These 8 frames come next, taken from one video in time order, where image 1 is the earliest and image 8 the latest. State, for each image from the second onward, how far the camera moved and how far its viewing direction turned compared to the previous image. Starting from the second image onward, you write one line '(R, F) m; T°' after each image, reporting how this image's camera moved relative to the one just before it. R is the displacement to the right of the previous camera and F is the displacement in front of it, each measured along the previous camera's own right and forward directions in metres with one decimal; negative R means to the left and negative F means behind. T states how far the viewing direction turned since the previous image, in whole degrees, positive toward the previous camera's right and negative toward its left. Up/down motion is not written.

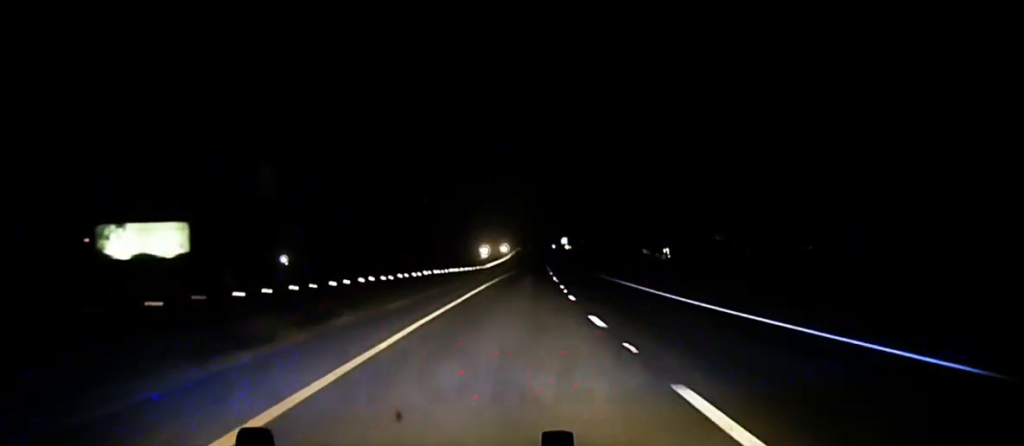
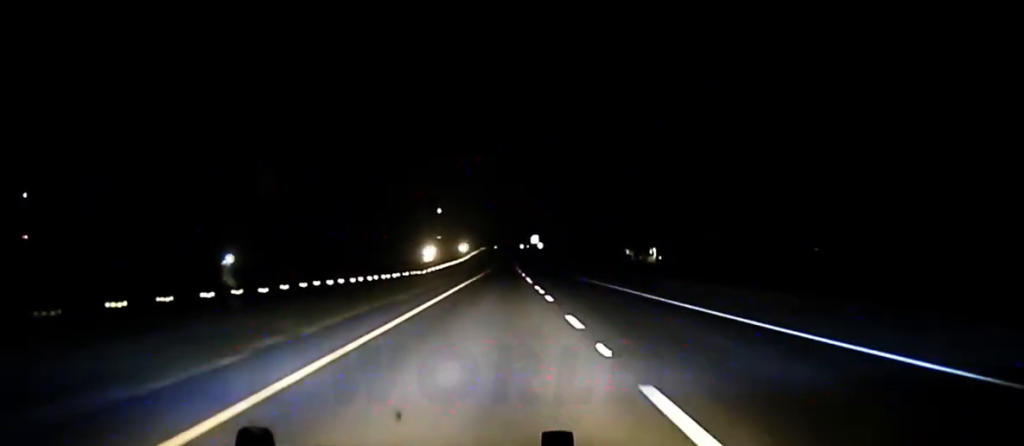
(+0.8, +64.2) m; +1°
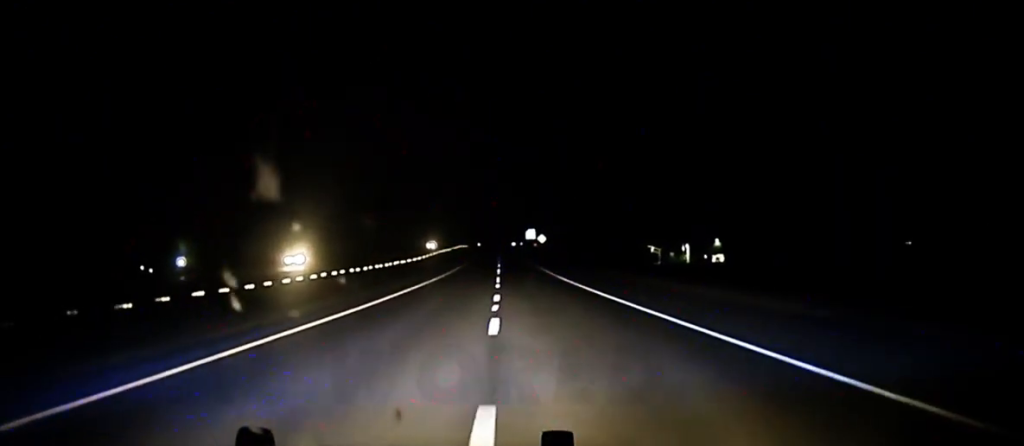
(+0.3, +114.3) m; 0°
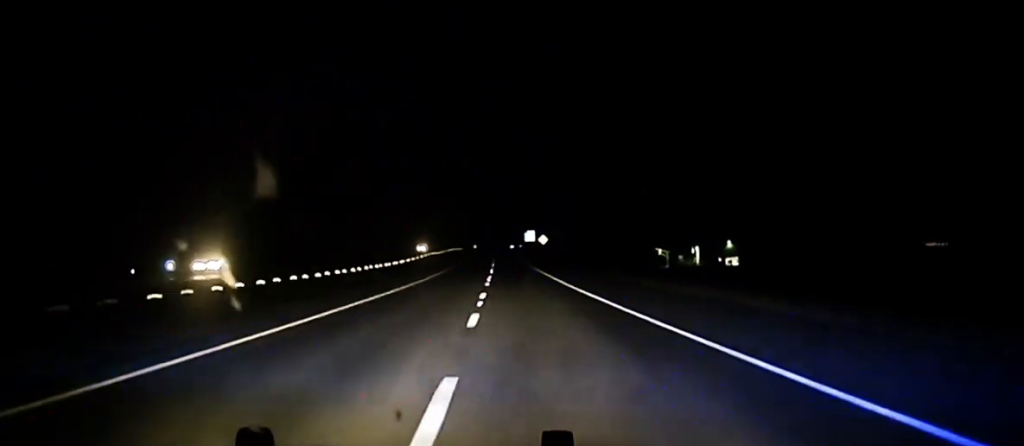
(+0.1, +24.5) m; 0°
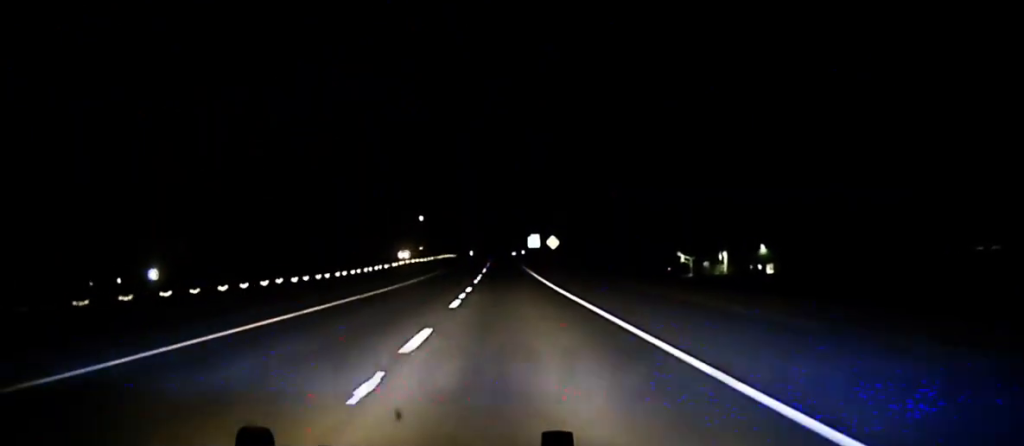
(0.0, +44.3) m; 0°
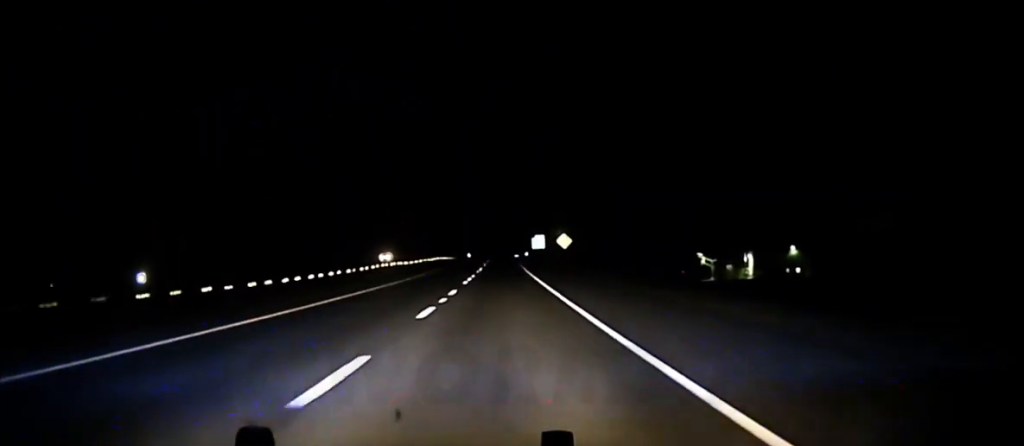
(-0.4, +29.6) m; 0°
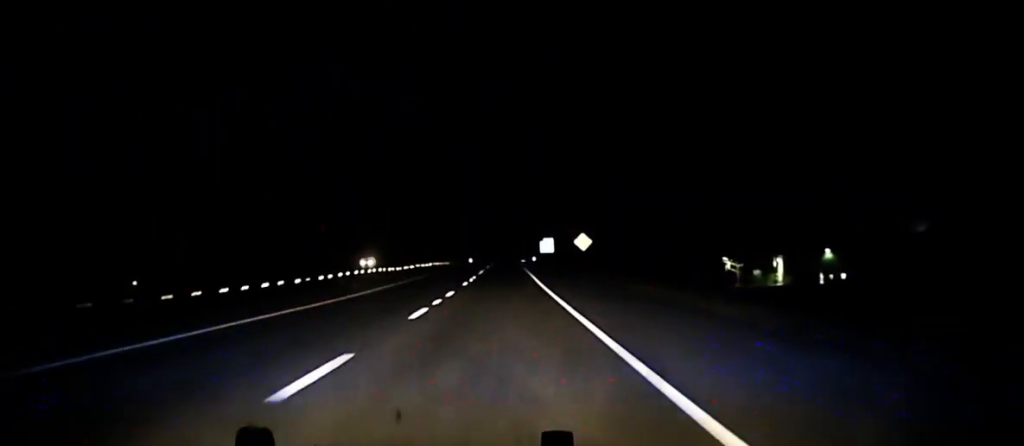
(0.0, +24.0) m; 0°
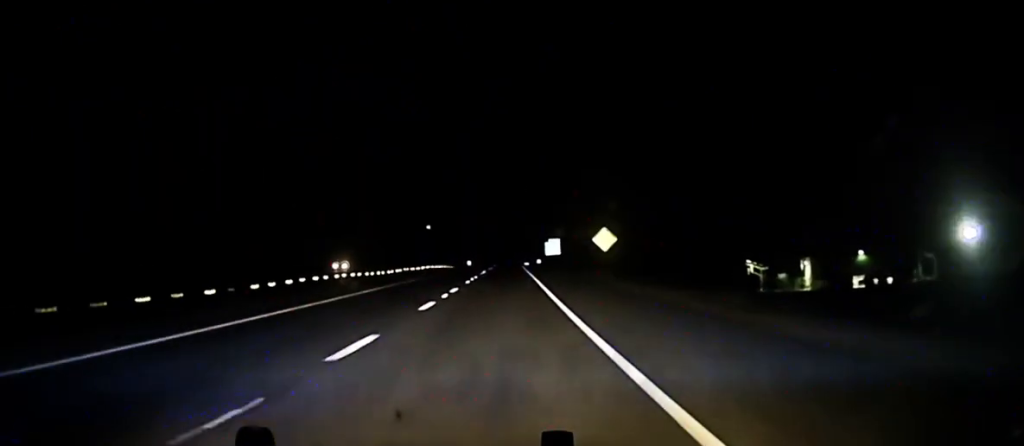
(+0.1, +20.3) m; 0°
